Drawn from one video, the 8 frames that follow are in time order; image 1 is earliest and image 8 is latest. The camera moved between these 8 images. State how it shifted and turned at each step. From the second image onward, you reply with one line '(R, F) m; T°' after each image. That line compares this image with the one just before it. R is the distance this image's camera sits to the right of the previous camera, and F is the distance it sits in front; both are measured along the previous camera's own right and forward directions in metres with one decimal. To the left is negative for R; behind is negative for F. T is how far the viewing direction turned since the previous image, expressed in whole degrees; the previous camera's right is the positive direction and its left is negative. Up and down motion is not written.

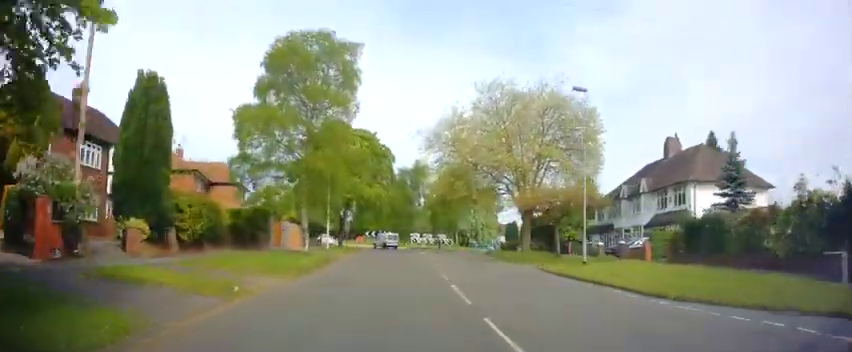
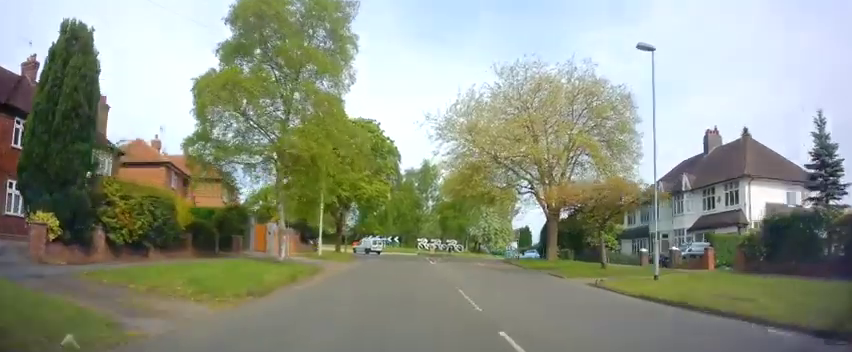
(-0.1, +6.2) m; -1°
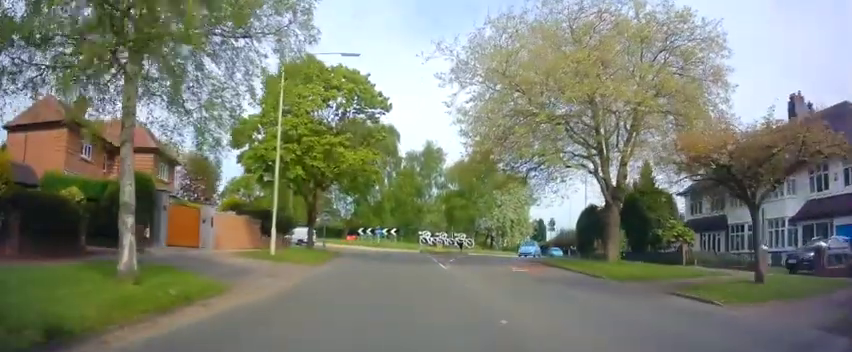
(-0.1, +11.4) m; 0°
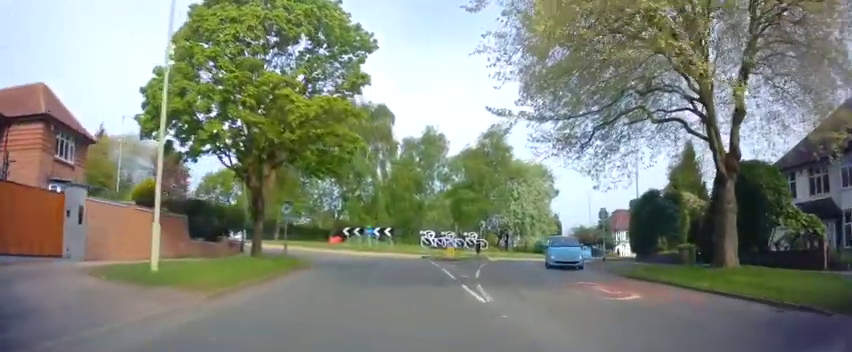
(0.0, +10.7) m; -2°
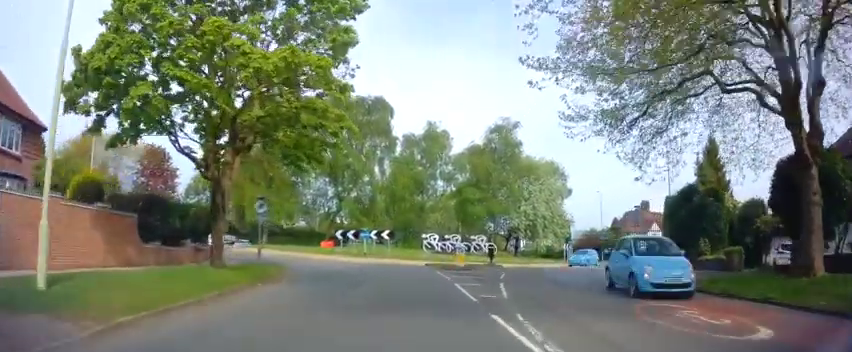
(+0.1, +4.6) m; -1°
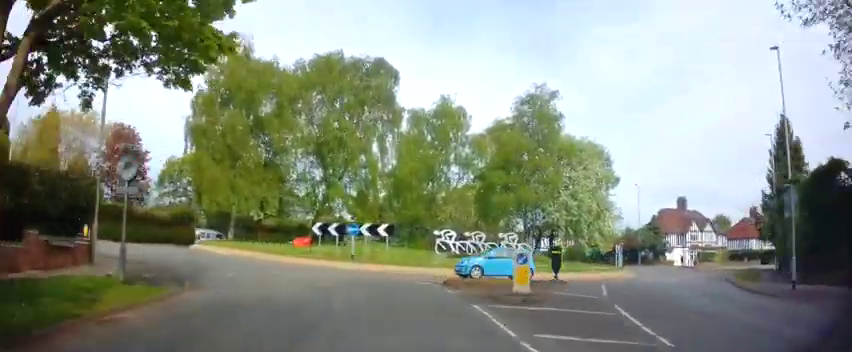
(-0.2, +10.7) m; +1°
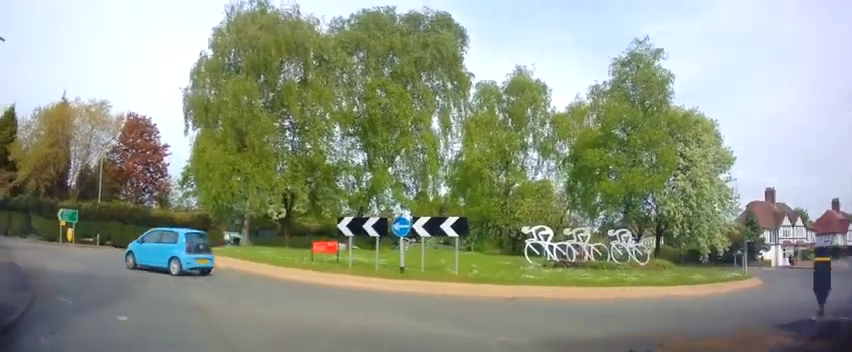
(0.0, +9.5) m; -8°
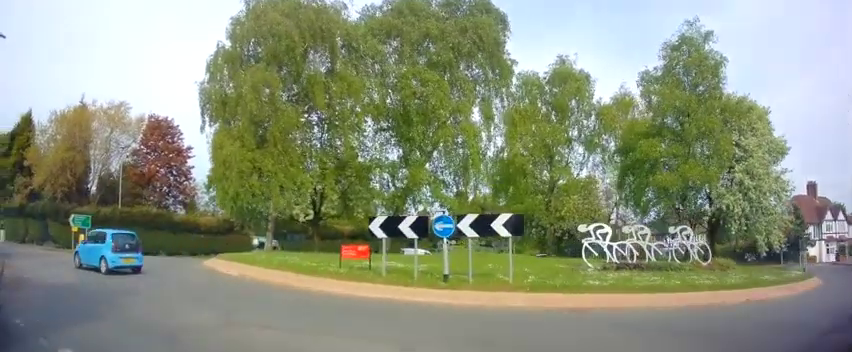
(-0.2, +2.3) m; -5°
